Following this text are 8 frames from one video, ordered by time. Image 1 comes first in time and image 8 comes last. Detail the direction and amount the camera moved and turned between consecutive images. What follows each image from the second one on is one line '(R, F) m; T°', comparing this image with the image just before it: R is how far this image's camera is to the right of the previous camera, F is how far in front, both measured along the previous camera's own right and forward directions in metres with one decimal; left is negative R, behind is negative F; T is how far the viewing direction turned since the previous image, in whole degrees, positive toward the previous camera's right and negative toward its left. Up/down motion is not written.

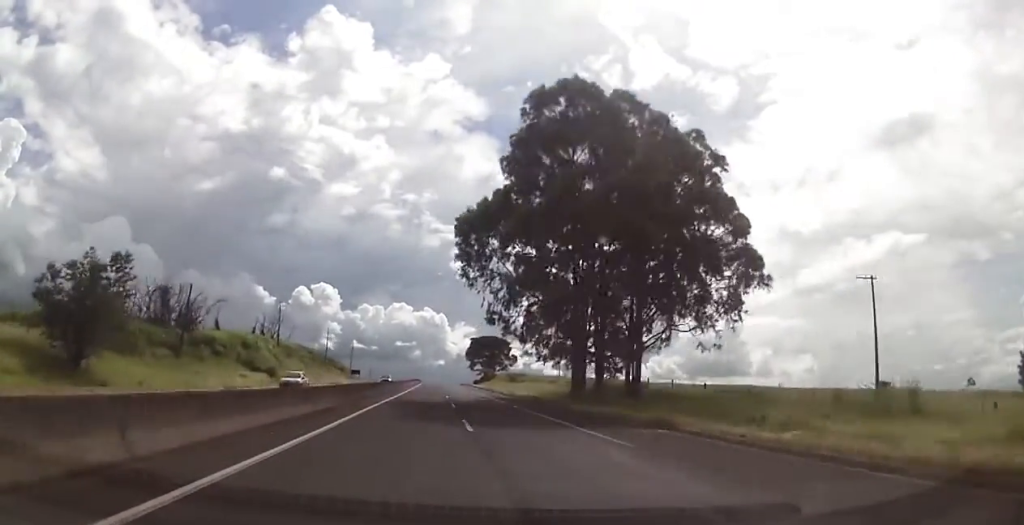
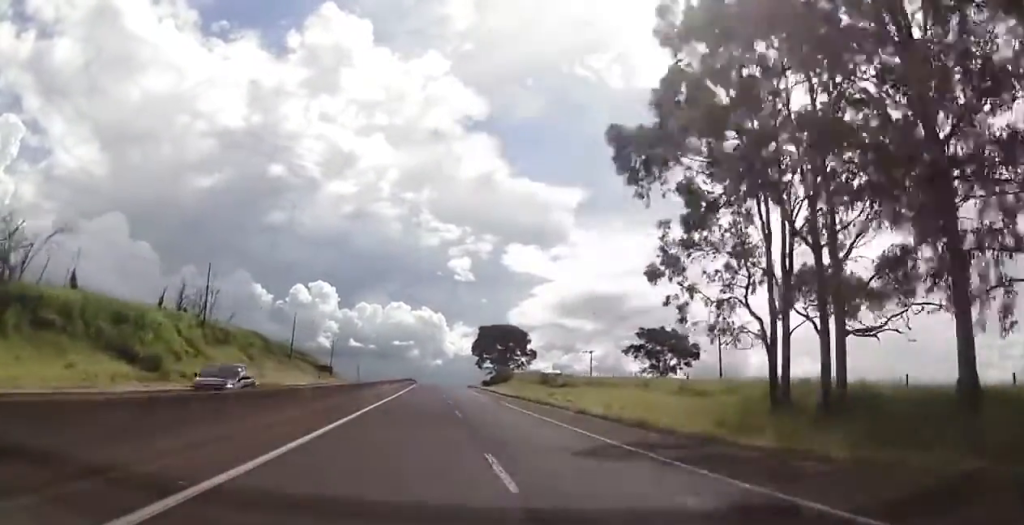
(-0.1, +42.3) m; 0°
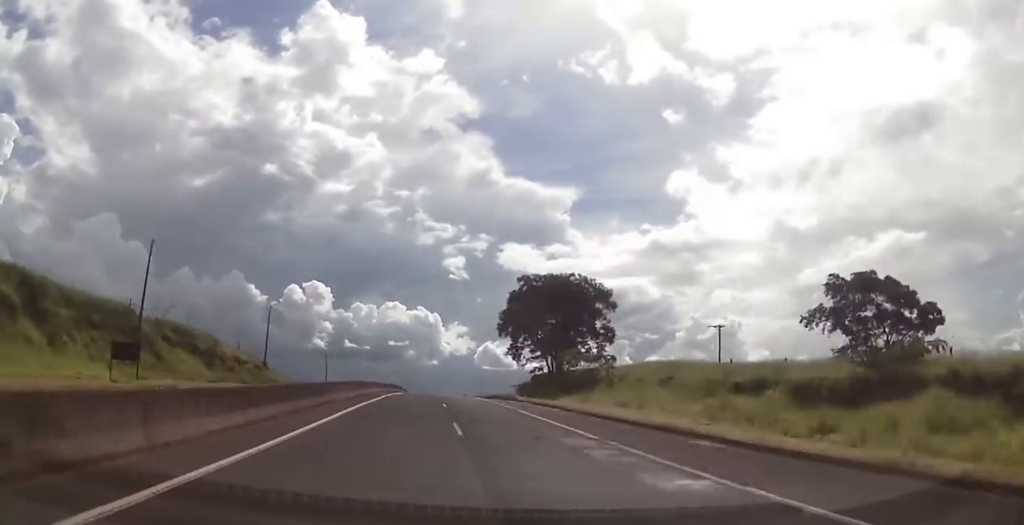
(-0.4, +73.8) m; -1°
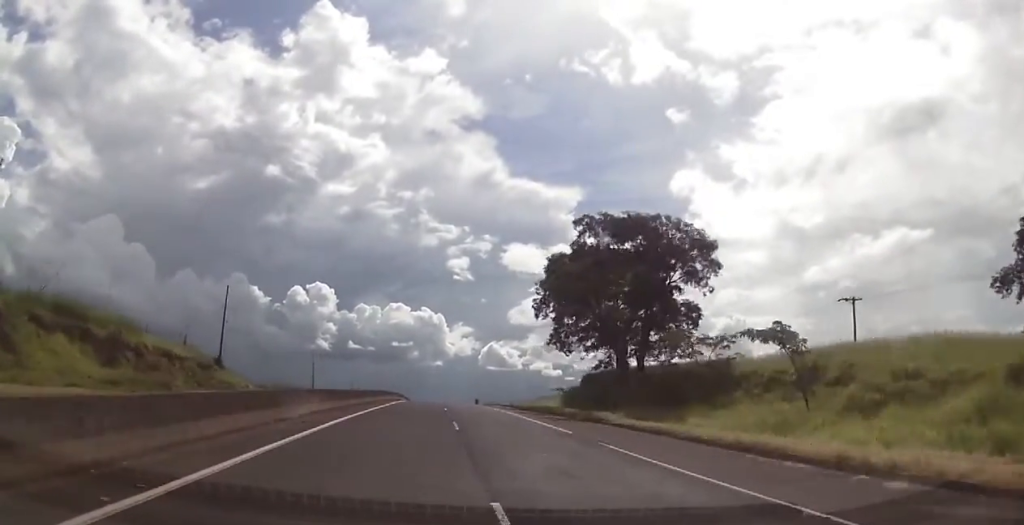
(+0.1, +29.0) m; 0°
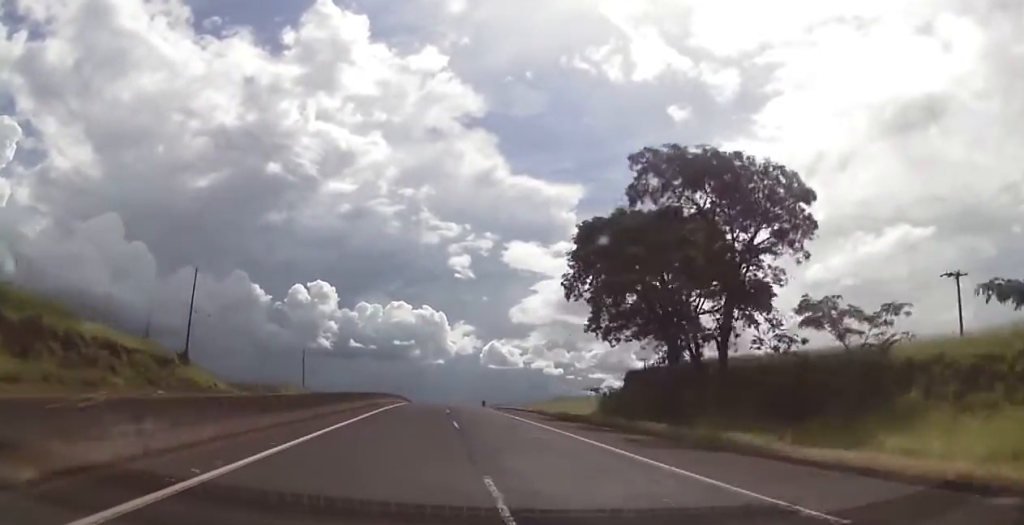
(0.0, +13.9) m; 0°
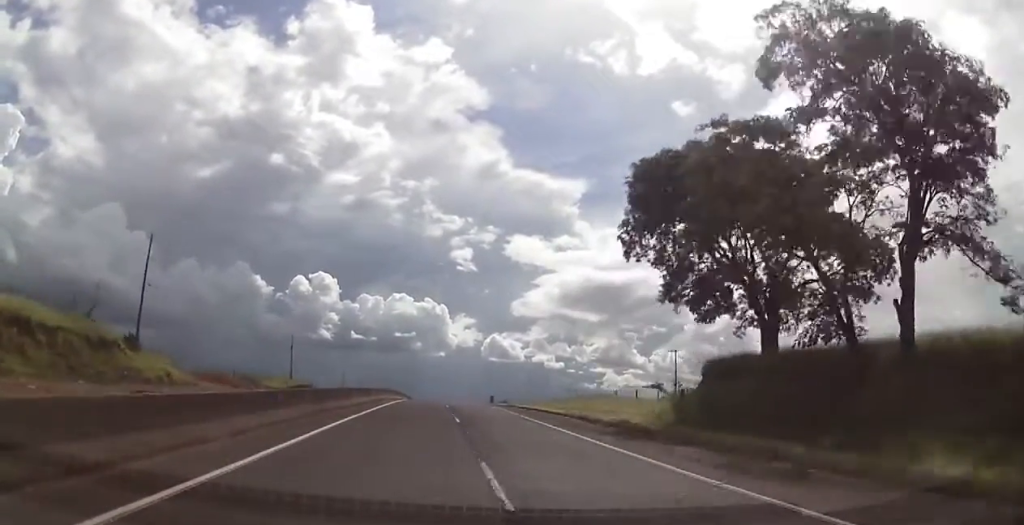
(0.0, +14.8) m; 0°
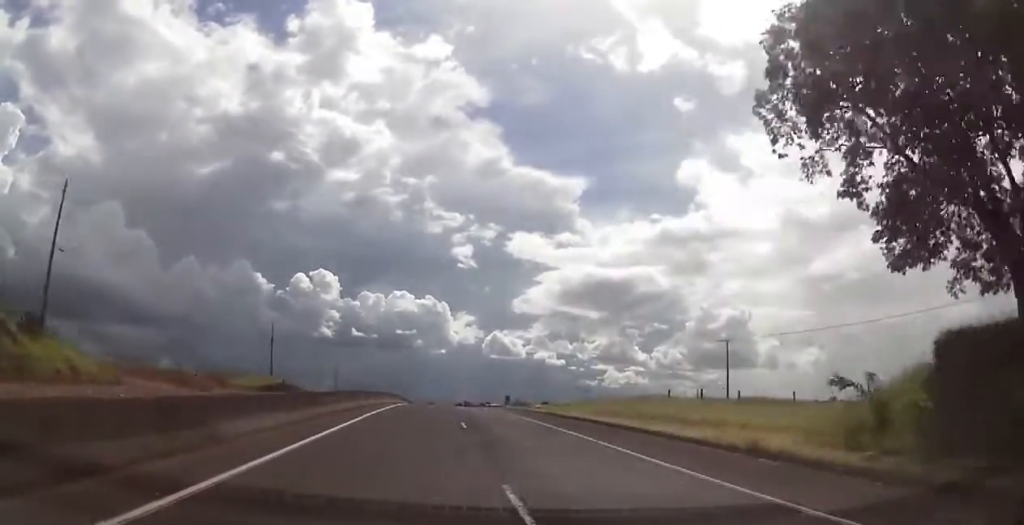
(0.0, +18.4) m; 0°
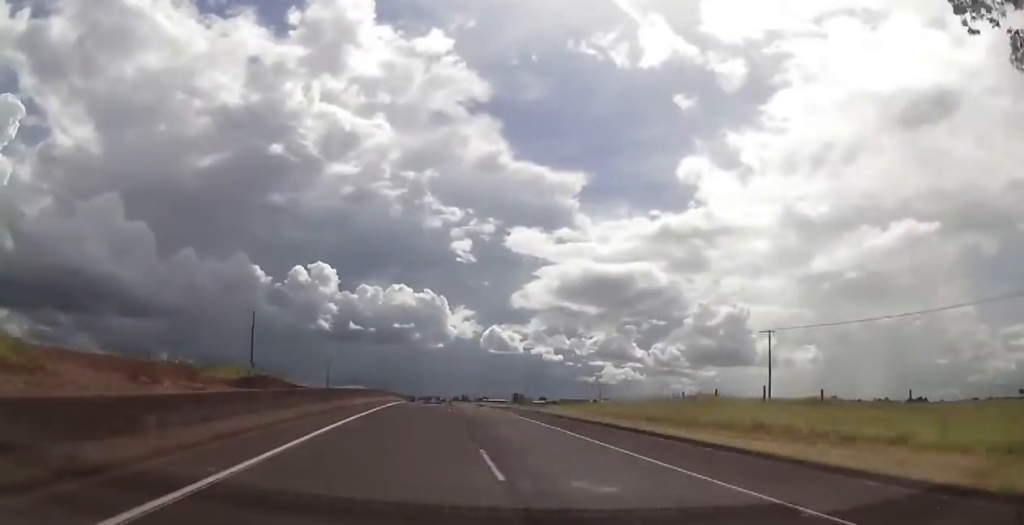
(0.0, +11.9) m; 0°
